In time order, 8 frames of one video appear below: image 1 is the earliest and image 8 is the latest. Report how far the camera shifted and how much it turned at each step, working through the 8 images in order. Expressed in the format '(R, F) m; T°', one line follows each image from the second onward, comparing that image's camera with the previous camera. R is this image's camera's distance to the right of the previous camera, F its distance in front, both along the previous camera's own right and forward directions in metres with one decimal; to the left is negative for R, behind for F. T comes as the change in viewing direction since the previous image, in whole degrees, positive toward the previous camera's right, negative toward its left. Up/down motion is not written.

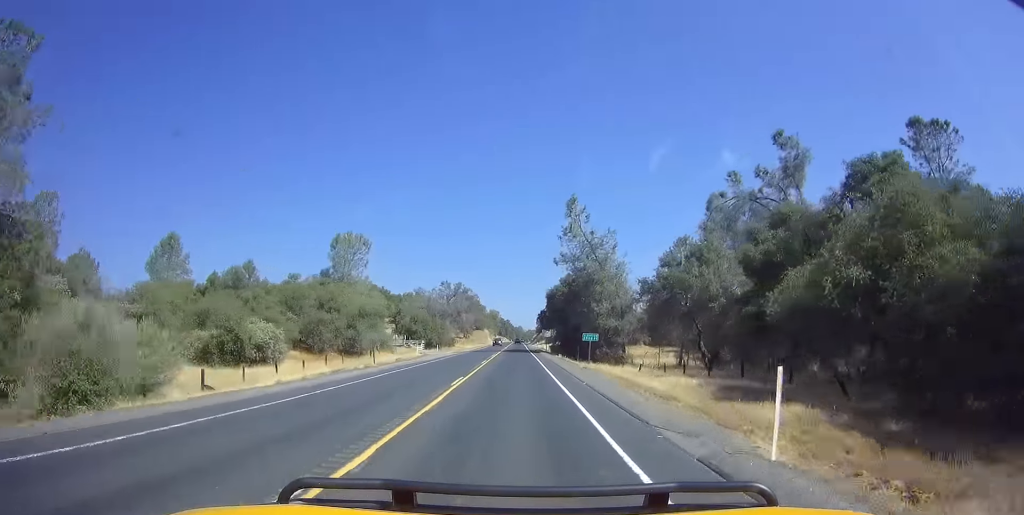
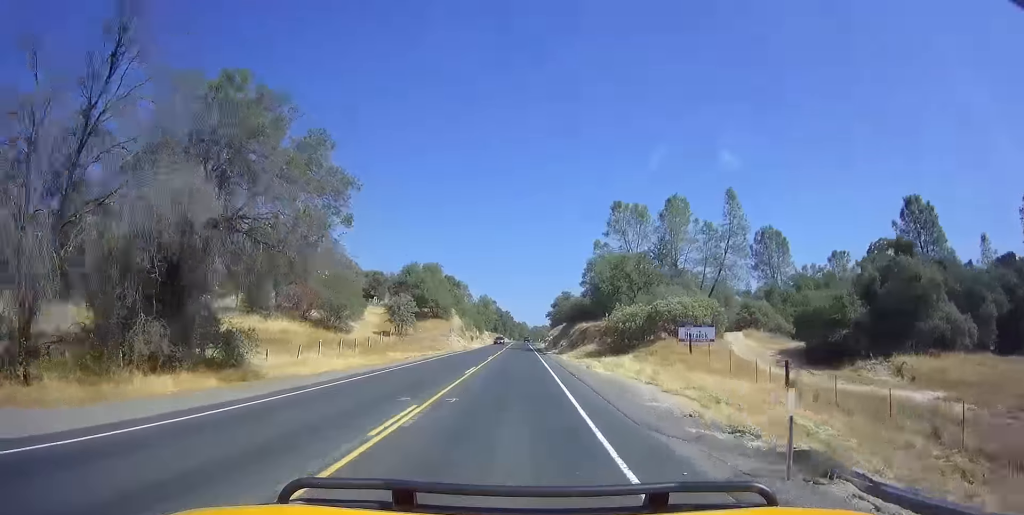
(+2.7, +82.6) m; +1°
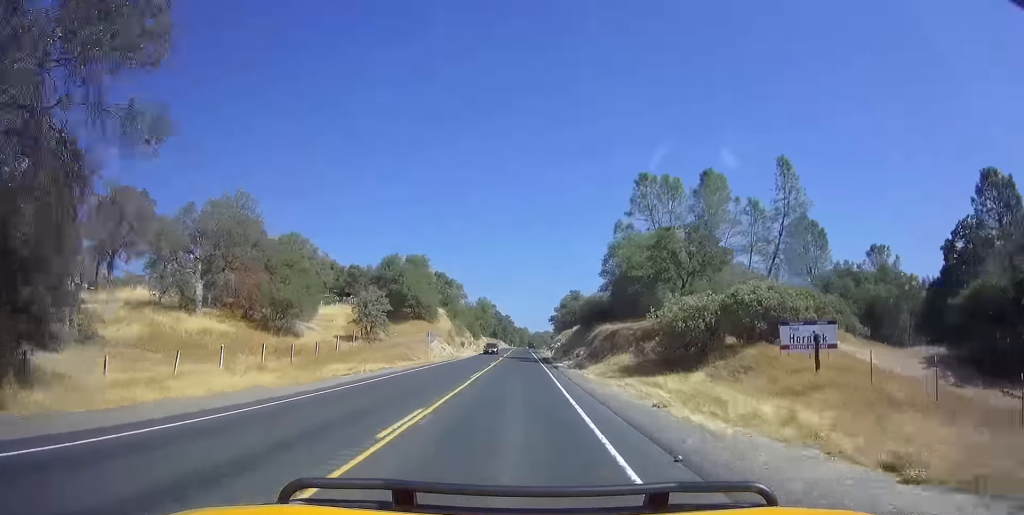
(0.0, +13.9) m; 0°
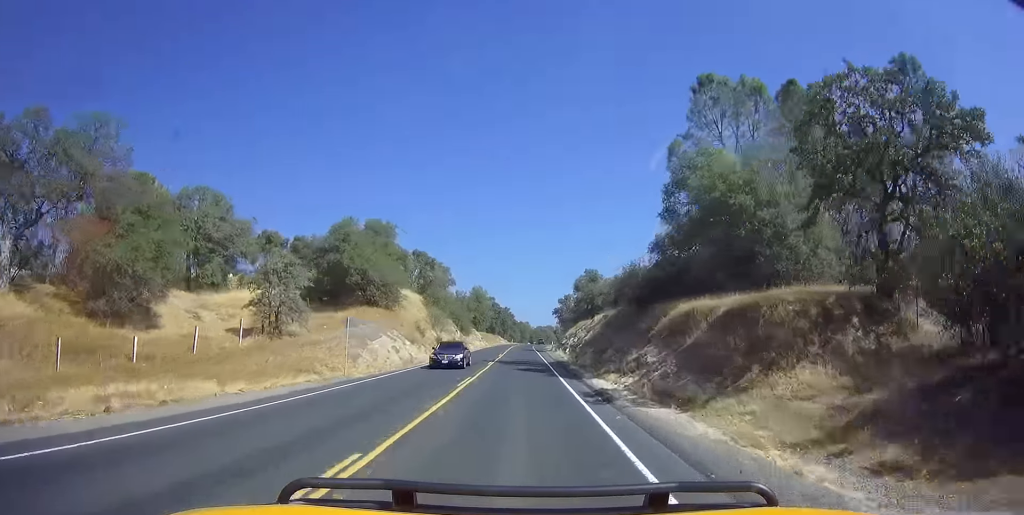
(0.0, +20.1) m; +1°
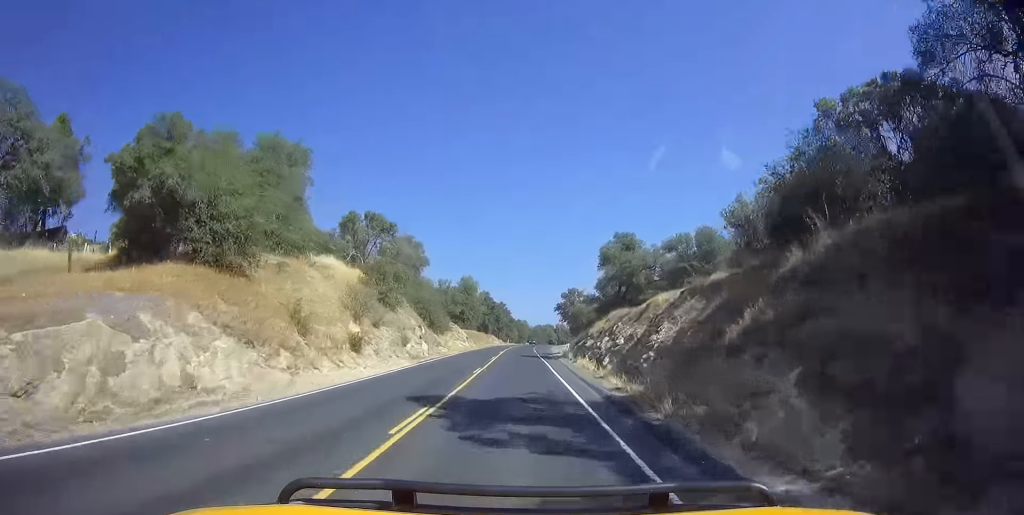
(+0.4, +23.5) m; 0°
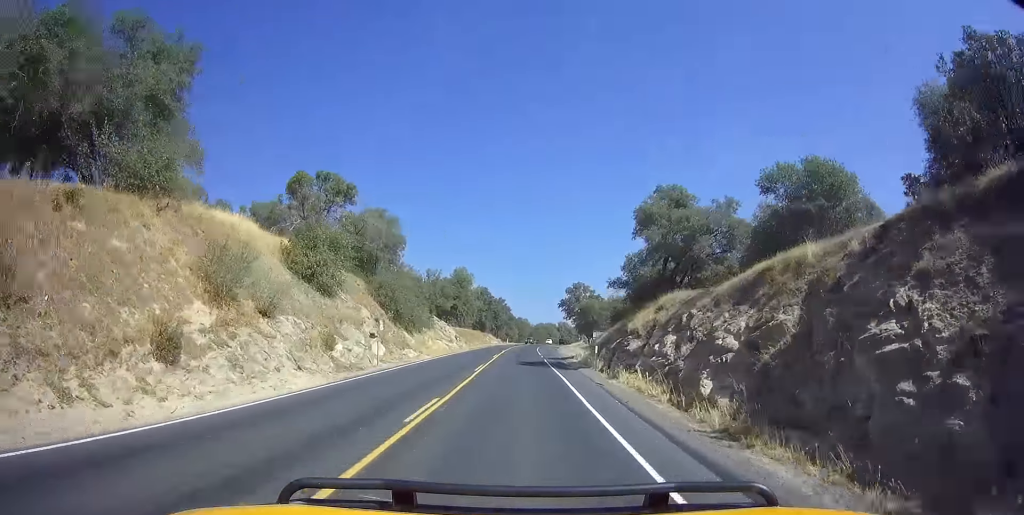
(+0.1, +13.9) m; 0°
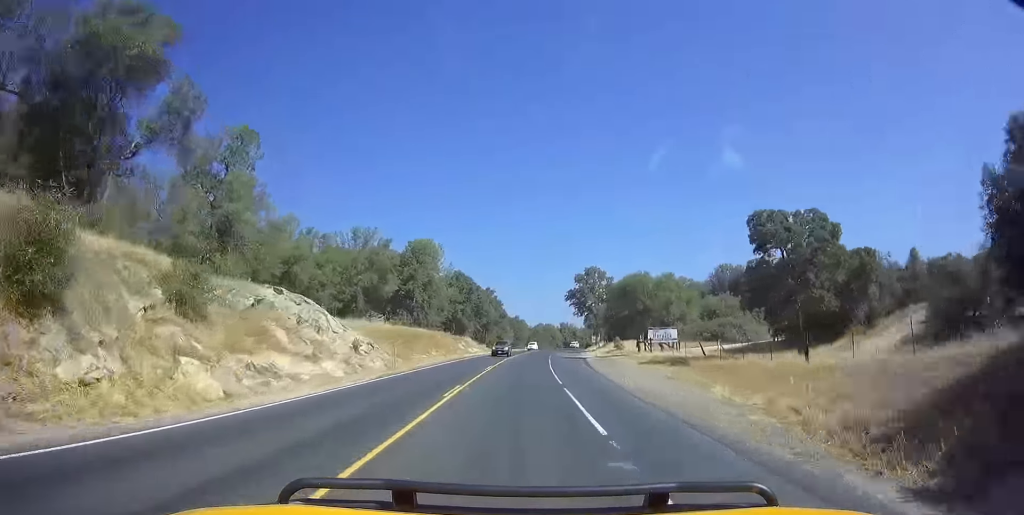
(-0.2, +38.1) m; 0°
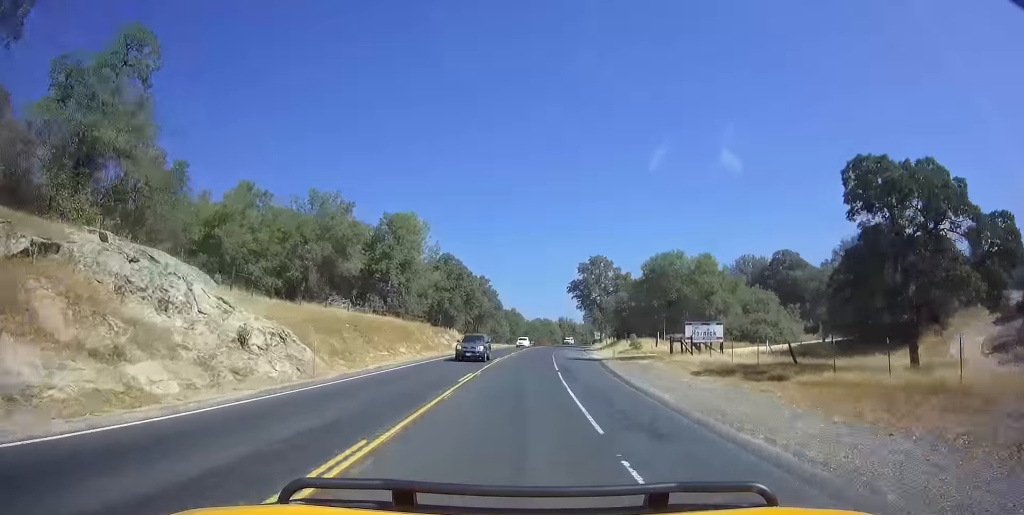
(+0.2, +11.2) m; 0°
